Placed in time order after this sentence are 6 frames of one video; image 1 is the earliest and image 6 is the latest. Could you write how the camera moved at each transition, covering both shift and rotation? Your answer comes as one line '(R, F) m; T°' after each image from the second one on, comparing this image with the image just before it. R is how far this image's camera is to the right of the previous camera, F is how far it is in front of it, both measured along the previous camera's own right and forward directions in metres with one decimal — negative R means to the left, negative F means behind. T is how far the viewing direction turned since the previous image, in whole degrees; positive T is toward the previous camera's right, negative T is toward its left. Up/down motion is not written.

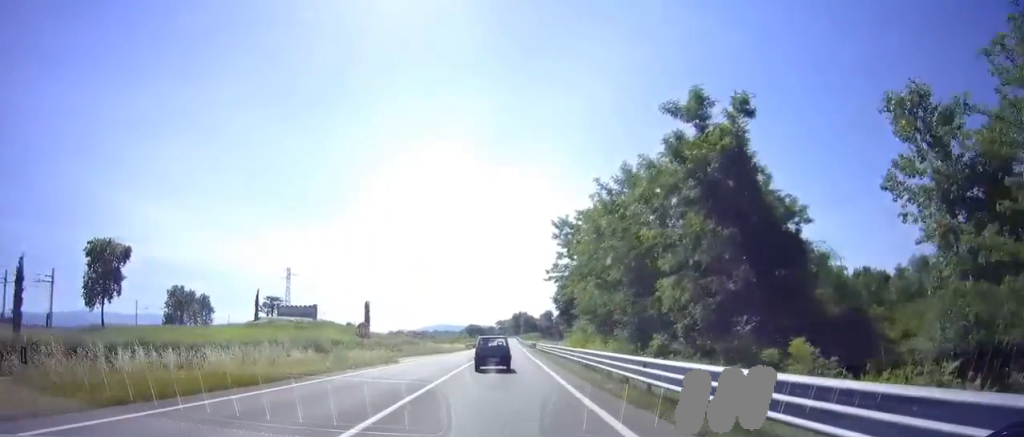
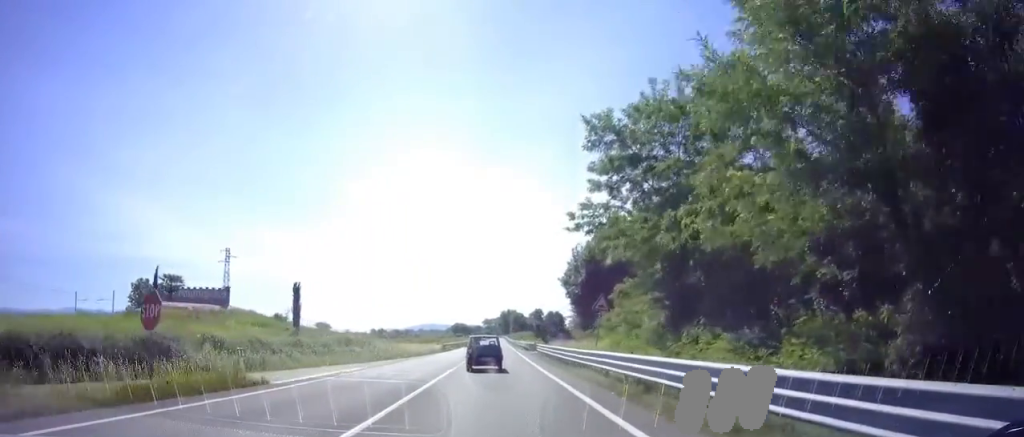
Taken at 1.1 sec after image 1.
(+0.5, +18.1) m; +2°
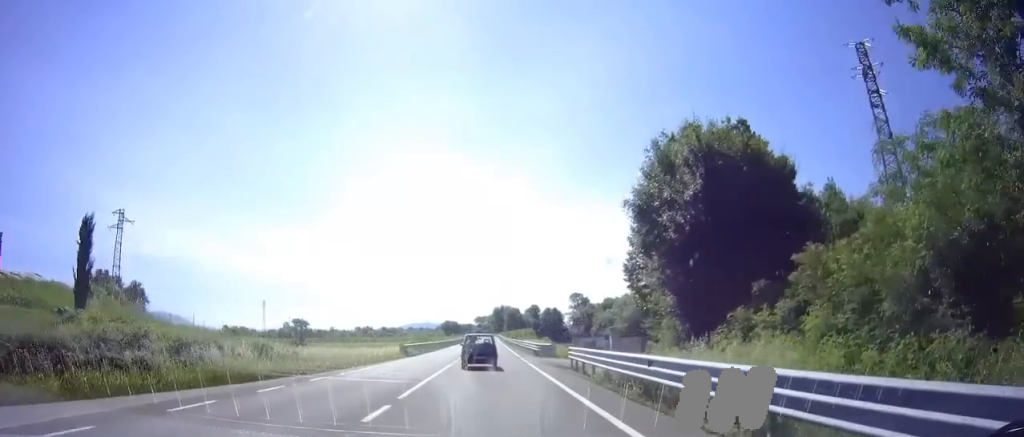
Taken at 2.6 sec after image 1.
(+0.1, +22.6) m; 0°
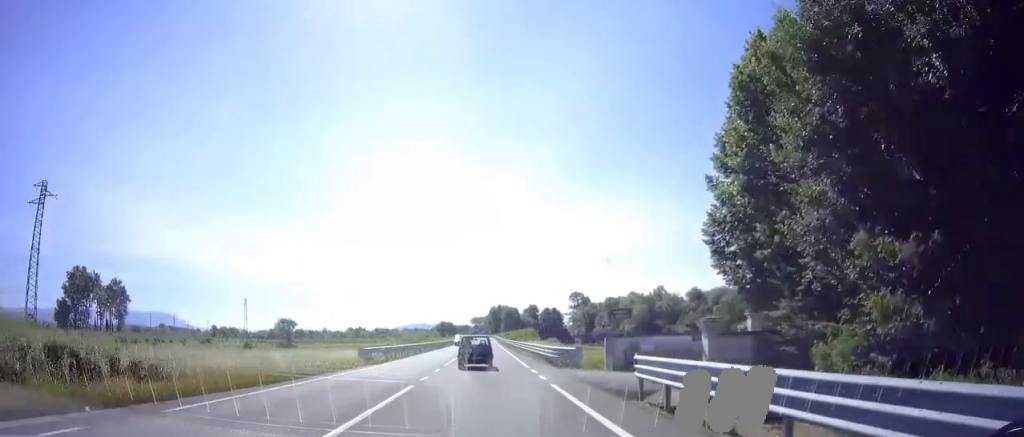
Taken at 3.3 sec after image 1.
(-0.2, +11.4) m; 0°
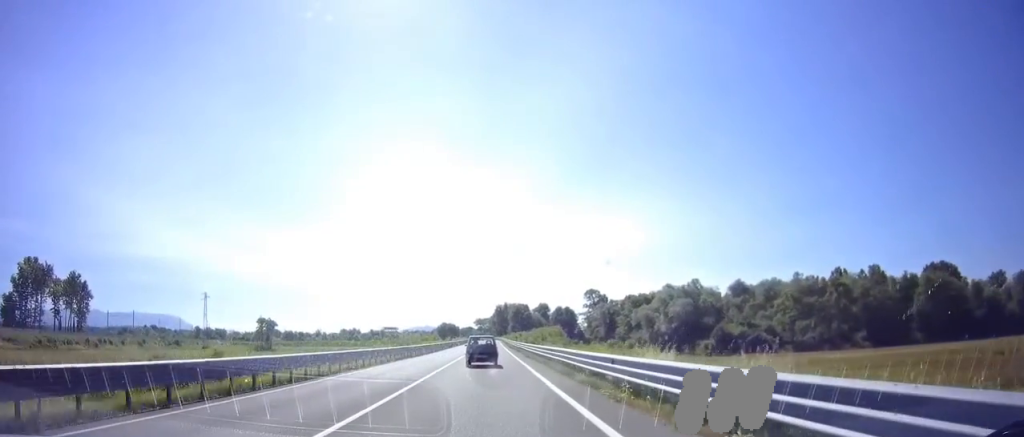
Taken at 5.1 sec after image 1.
(0.0, +28.3) m; 0°
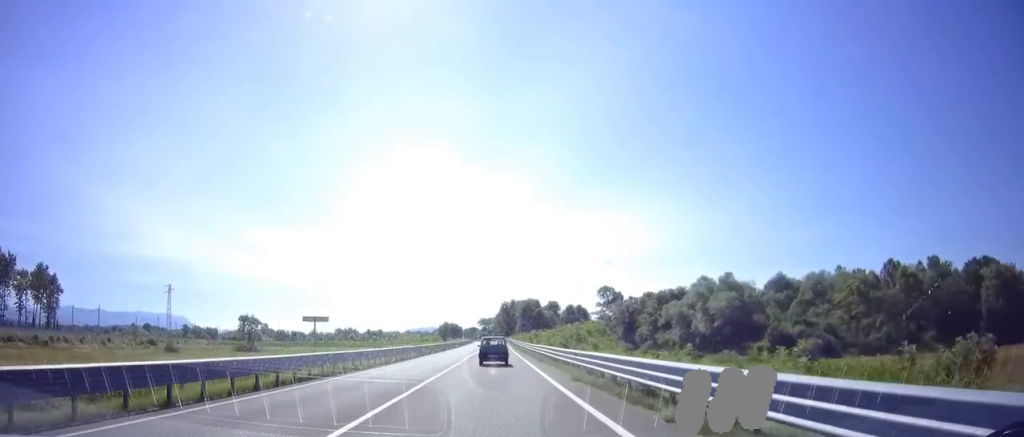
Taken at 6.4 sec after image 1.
(+0.1, +19.6) m; +1°
